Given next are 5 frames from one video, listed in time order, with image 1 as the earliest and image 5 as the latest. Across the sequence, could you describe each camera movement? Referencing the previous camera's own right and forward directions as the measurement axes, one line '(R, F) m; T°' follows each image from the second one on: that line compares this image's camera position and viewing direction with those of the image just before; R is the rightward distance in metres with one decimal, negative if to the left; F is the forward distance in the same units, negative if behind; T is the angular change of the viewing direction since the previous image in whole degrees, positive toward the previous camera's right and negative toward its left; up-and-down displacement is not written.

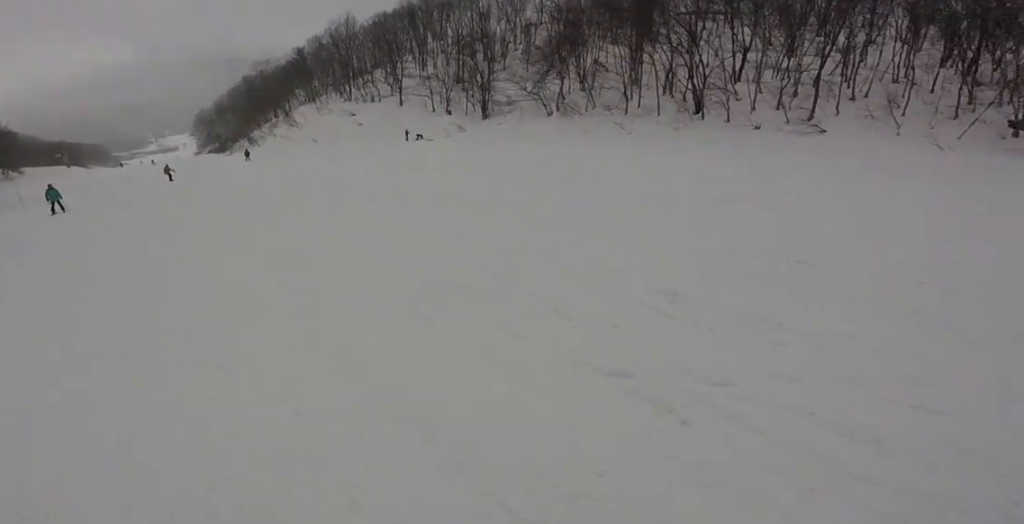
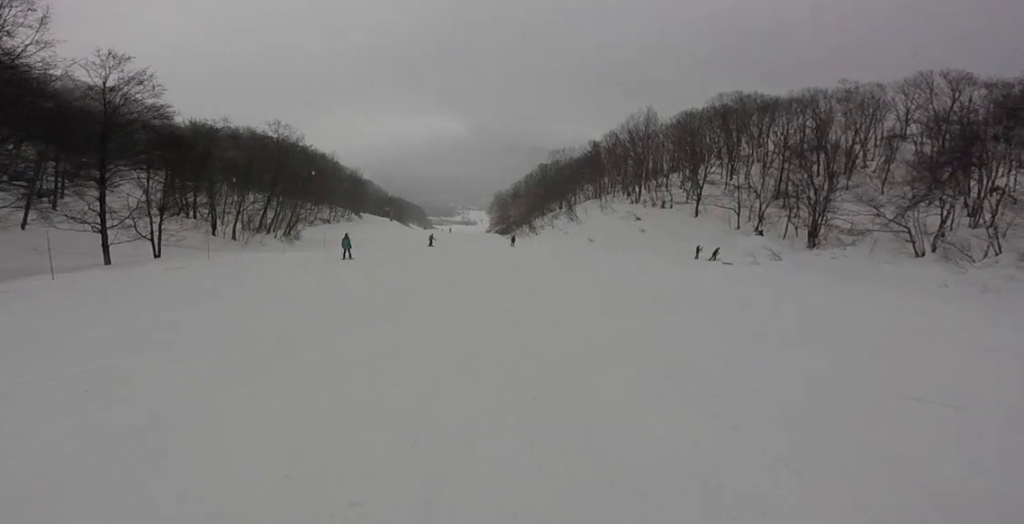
(-0.4, +9.1) m; -13°
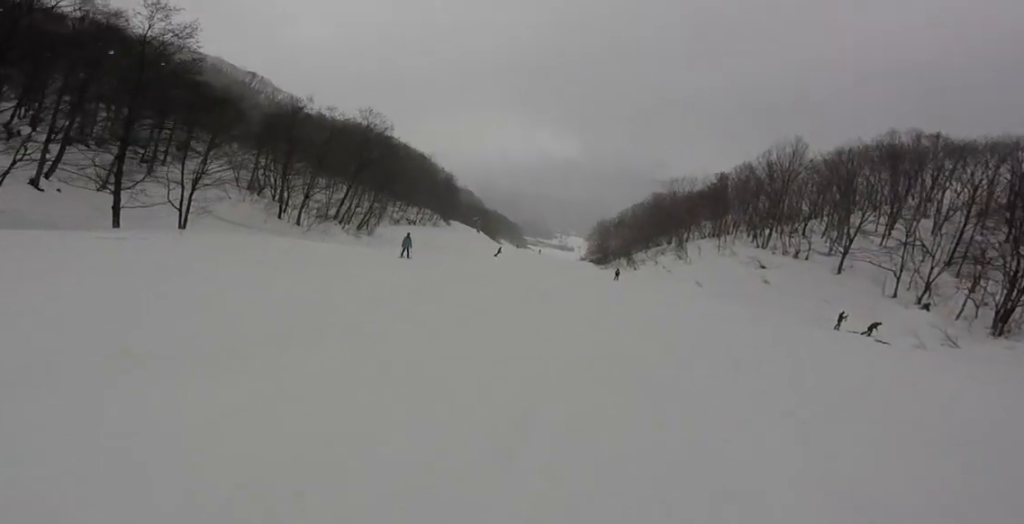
(-1.9, +11.0) m; -7°
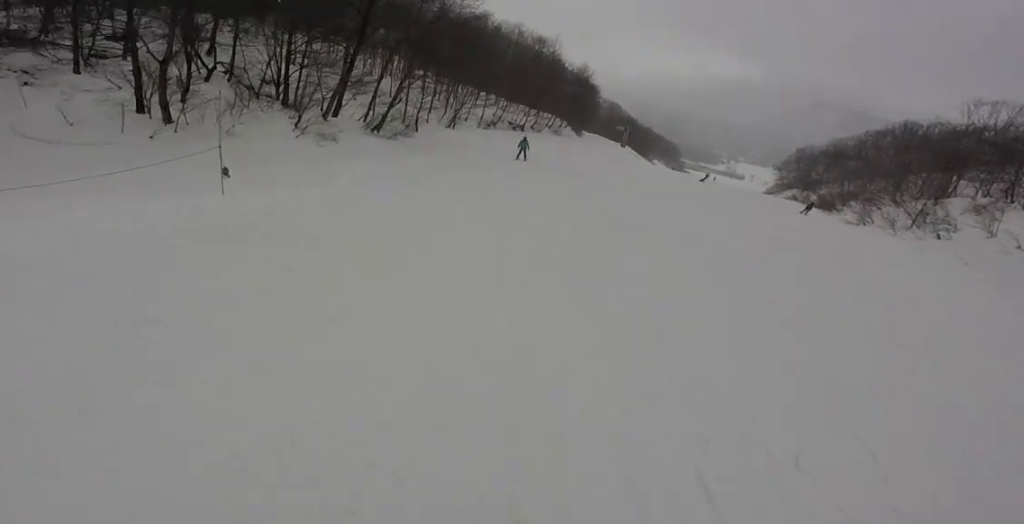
(+3.5, +42.9) m; +1°
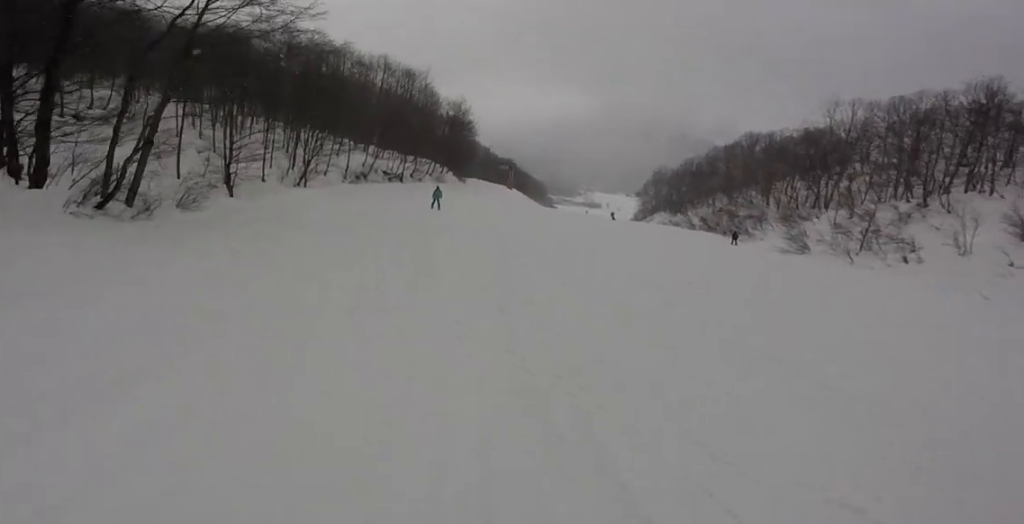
(+0.7, +17.0) m; +13°
